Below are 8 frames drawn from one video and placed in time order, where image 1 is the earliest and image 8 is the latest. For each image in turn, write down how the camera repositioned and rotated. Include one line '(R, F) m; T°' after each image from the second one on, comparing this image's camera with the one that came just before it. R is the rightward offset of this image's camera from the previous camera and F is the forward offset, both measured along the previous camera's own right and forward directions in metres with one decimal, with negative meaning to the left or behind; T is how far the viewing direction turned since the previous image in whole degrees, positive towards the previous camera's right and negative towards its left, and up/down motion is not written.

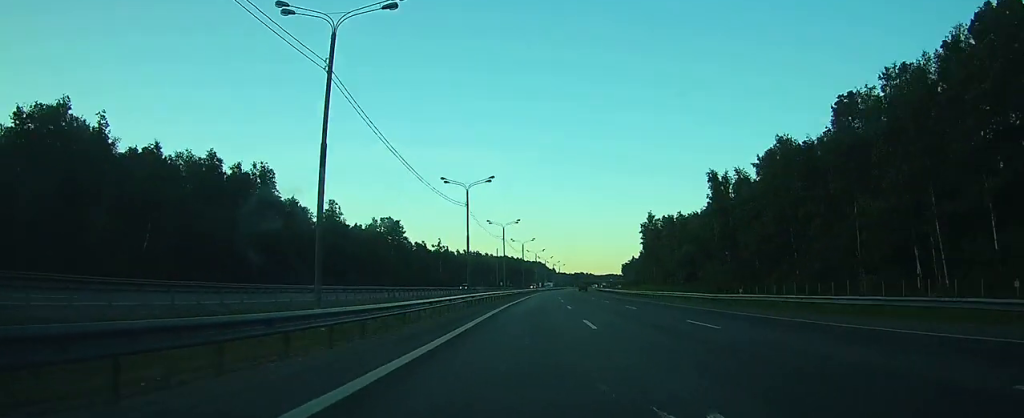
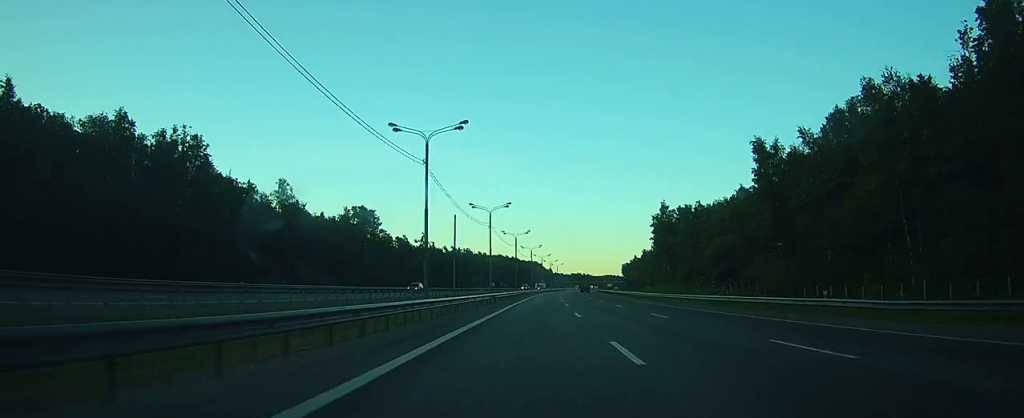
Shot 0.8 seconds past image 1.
(0.0, +23.9) m; 0°
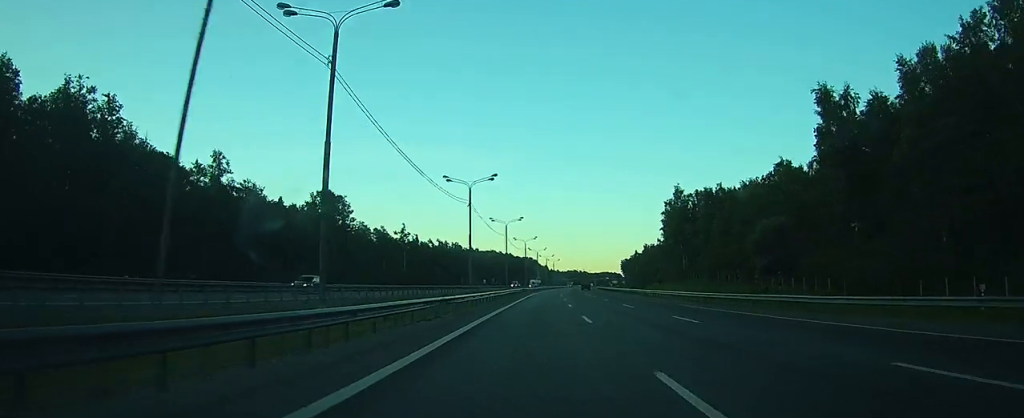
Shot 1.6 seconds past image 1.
(+0.1, +21.1) m; 0°
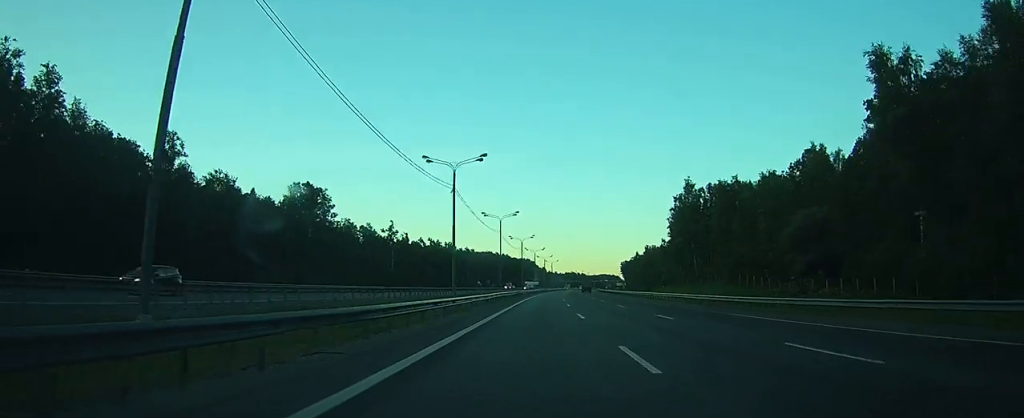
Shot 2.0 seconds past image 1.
(0.0, +11.5) m; 0°
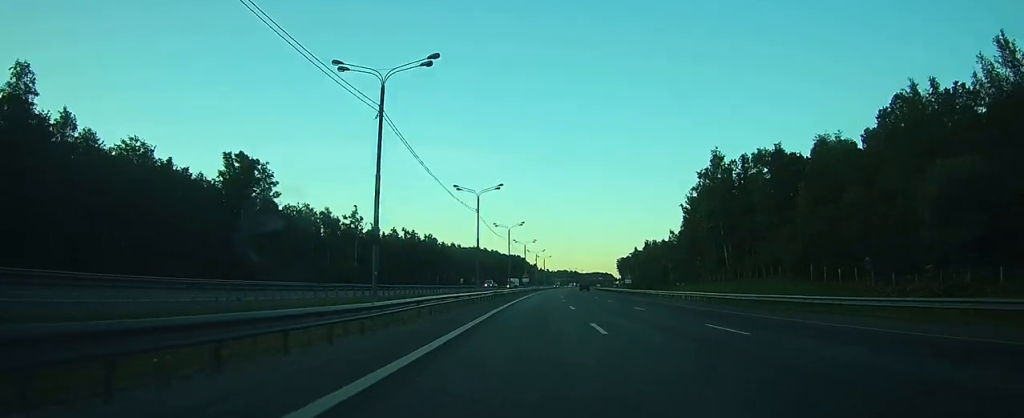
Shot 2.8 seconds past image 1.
(+0.1, +25.0) m; +1°
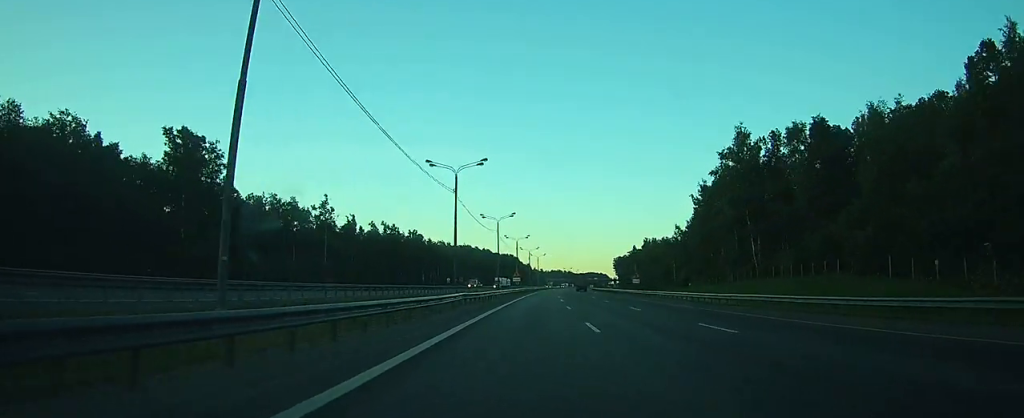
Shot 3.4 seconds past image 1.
(+0.1, +15.3) m; 0°
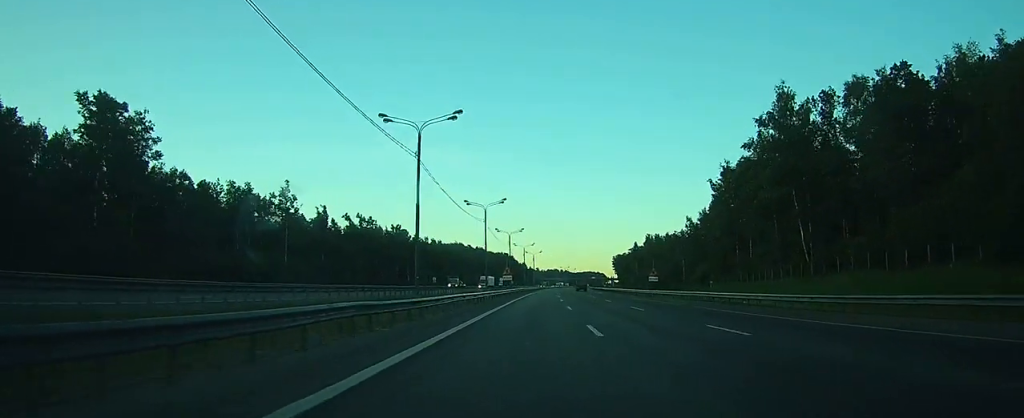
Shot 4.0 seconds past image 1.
(+0.1, +17.2) m; +1°
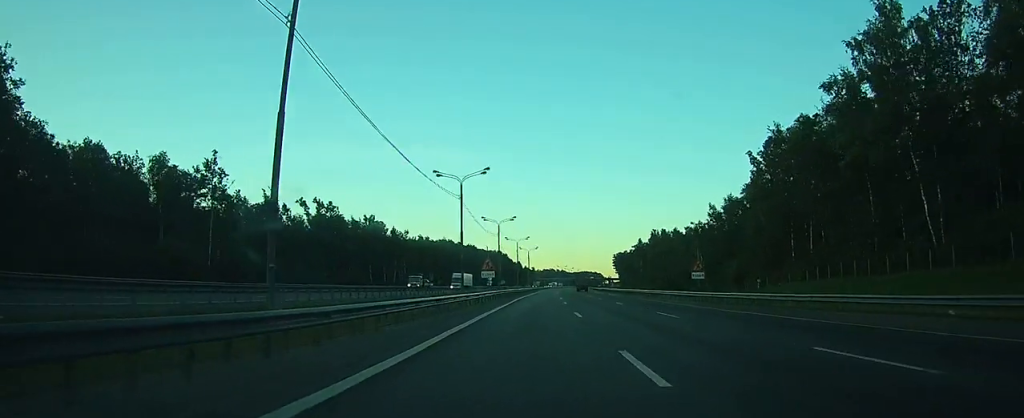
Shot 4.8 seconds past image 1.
(+0.2, +23.7) m; +1°
